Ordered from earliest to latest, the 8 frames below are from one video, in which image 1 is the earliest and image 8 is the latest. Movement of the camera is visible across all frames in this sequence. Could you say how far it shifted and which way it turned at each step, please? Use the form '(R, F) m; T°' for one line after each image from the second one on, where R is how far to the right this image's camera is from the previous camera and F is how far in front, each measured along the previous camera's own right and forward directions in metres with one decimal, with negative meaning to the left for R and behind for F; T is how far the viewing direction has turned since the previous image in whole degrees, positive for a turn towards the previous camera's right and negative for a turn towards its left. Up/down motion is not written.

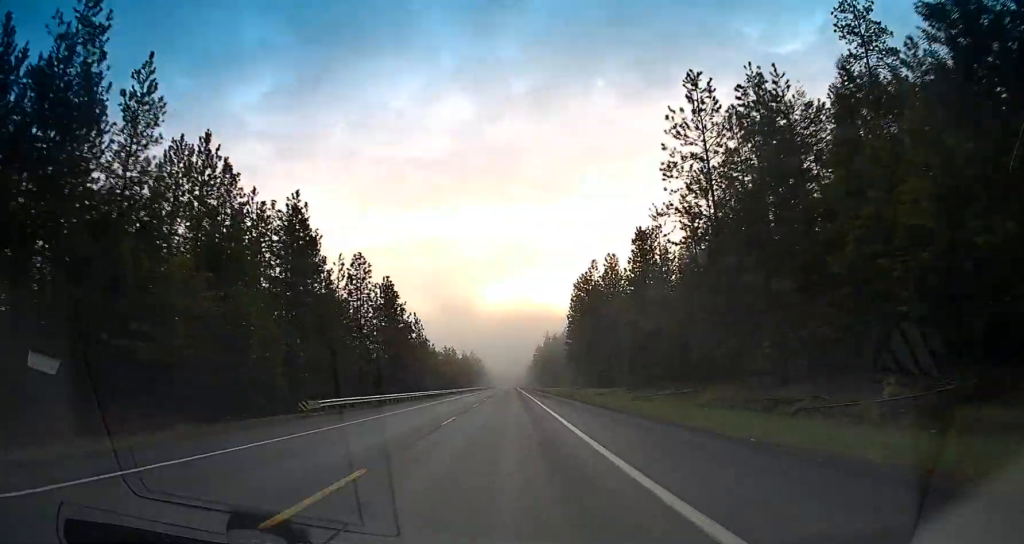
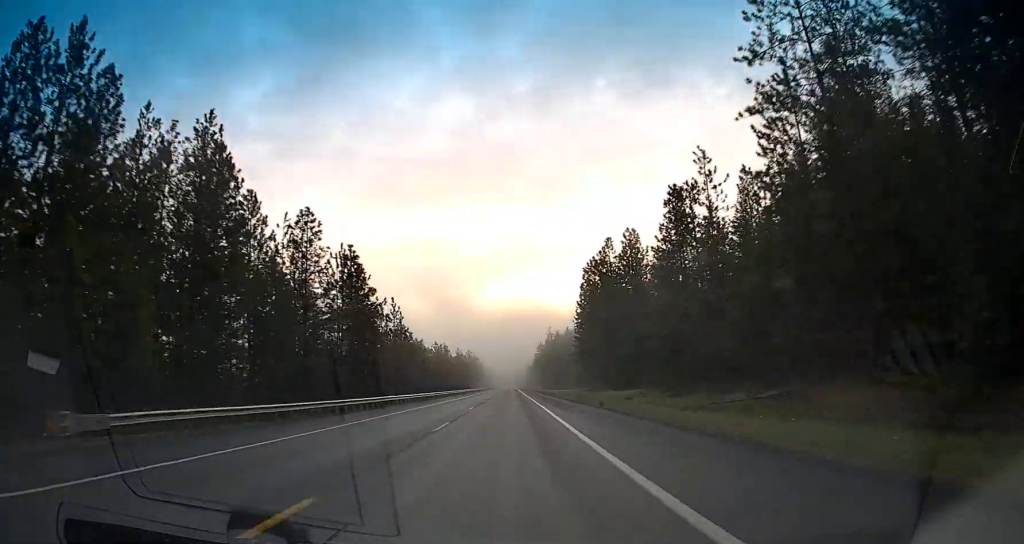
(+0.1, +17.8) m; 0°
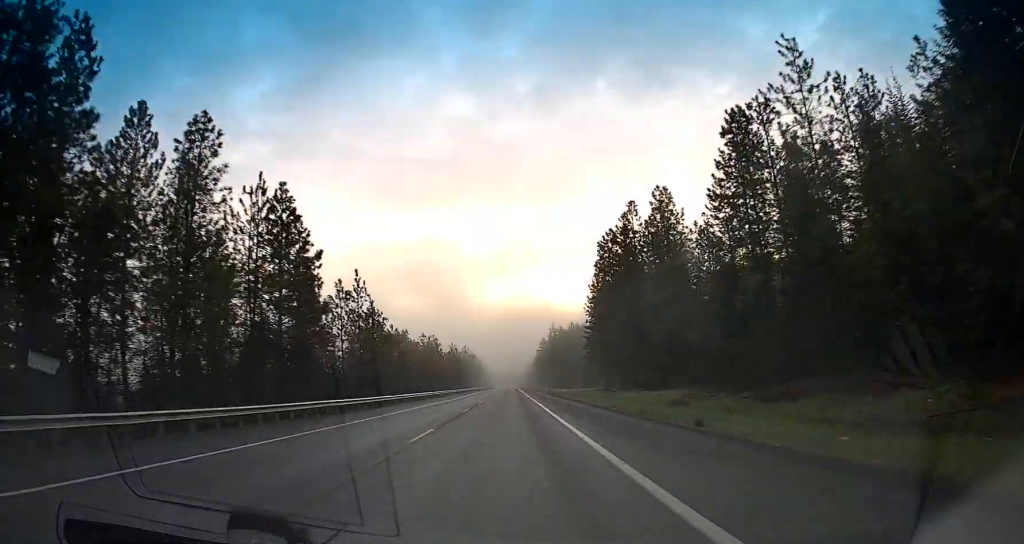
(+0.1, +18.7) m; -1°
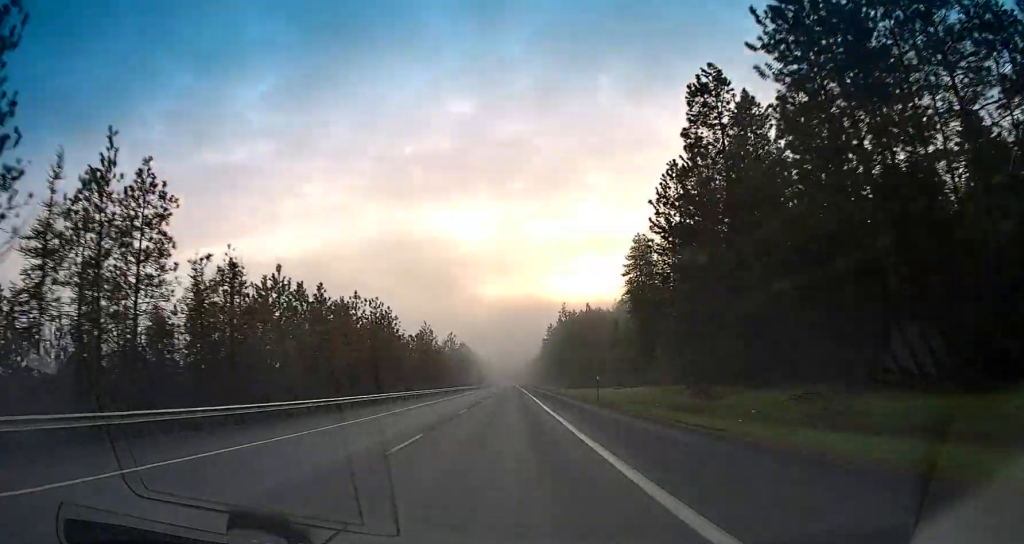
(-0.6, +48.0) m; 0°
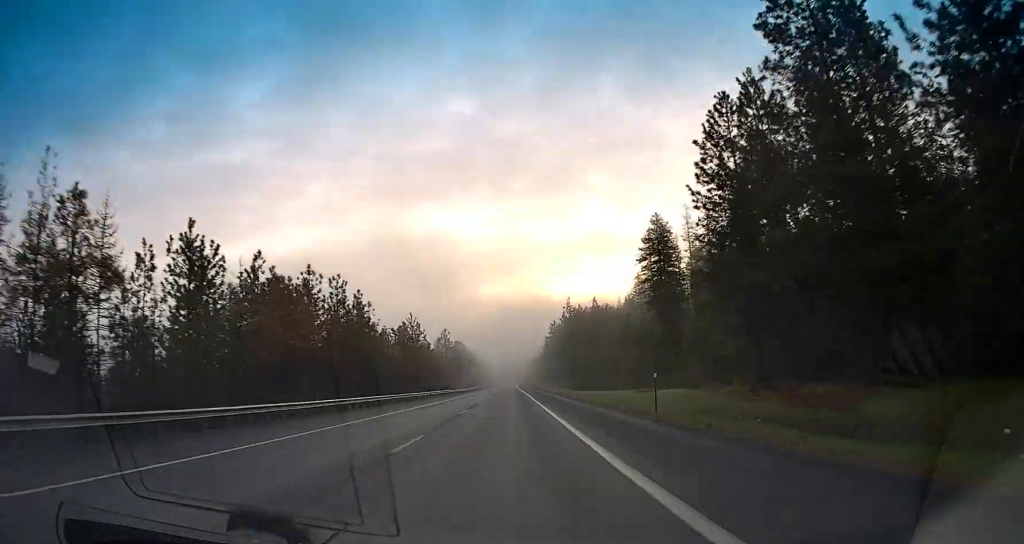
(0.0, +15.2) m; 0°
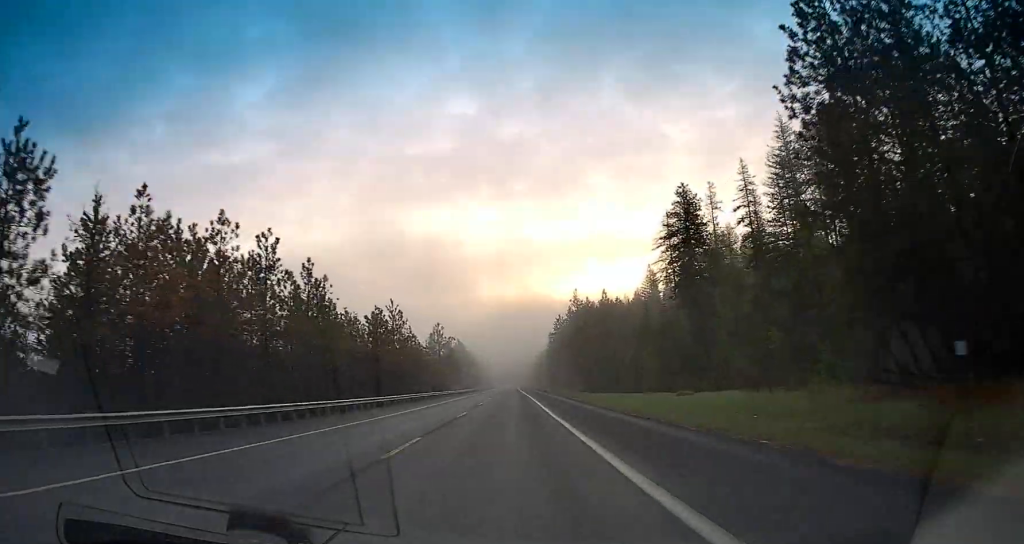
(0.0, +16.0) m; 0°
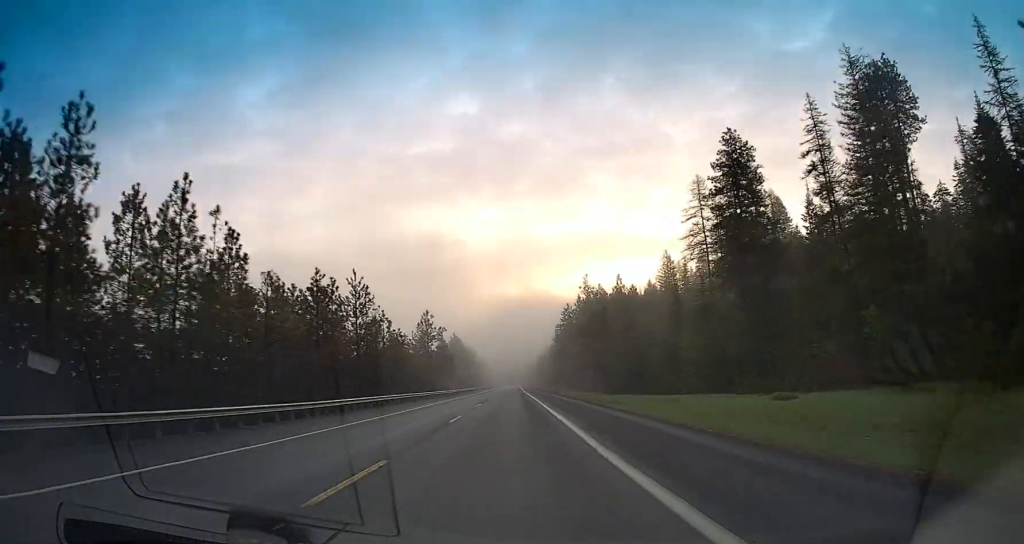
(+0.2, +19.6) m; 0°
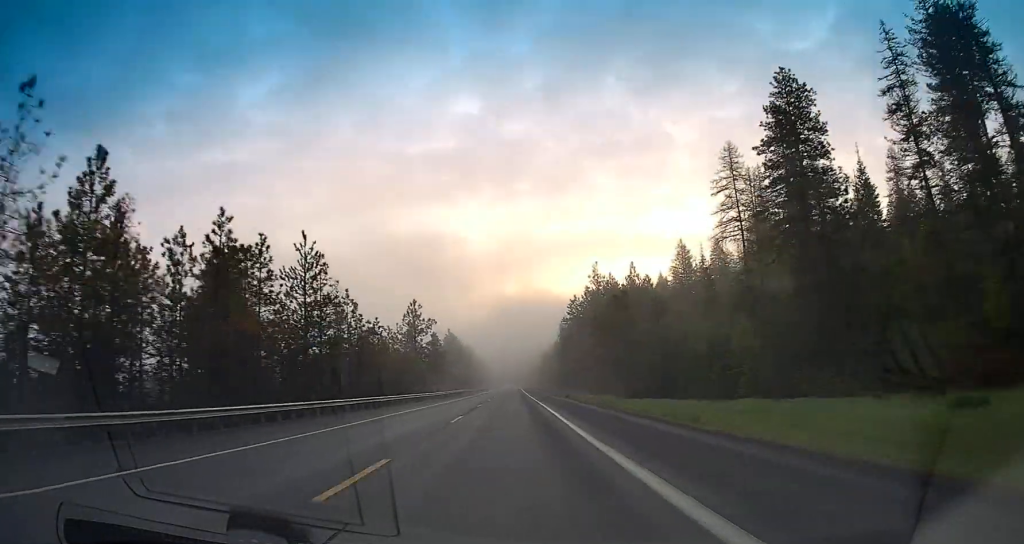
(-0.1, +15.2) m; 0°
